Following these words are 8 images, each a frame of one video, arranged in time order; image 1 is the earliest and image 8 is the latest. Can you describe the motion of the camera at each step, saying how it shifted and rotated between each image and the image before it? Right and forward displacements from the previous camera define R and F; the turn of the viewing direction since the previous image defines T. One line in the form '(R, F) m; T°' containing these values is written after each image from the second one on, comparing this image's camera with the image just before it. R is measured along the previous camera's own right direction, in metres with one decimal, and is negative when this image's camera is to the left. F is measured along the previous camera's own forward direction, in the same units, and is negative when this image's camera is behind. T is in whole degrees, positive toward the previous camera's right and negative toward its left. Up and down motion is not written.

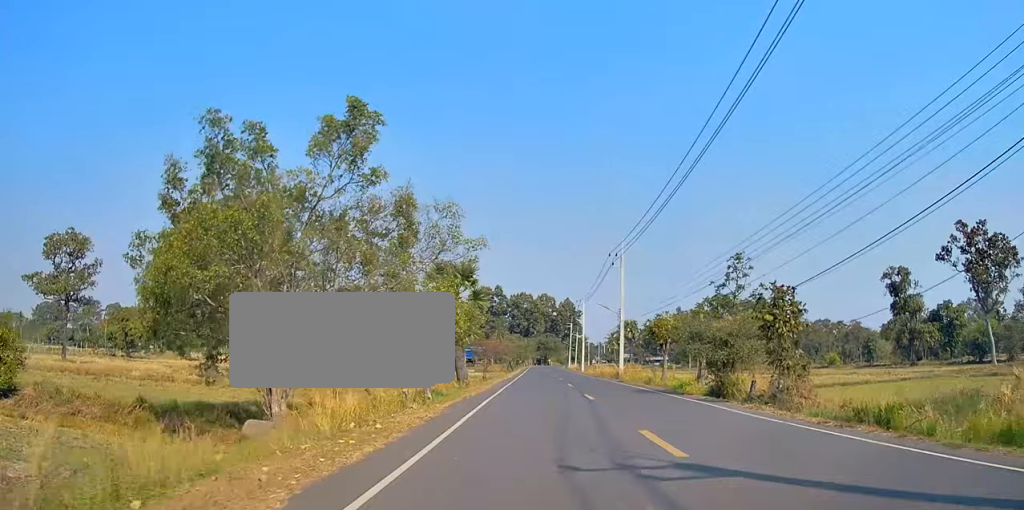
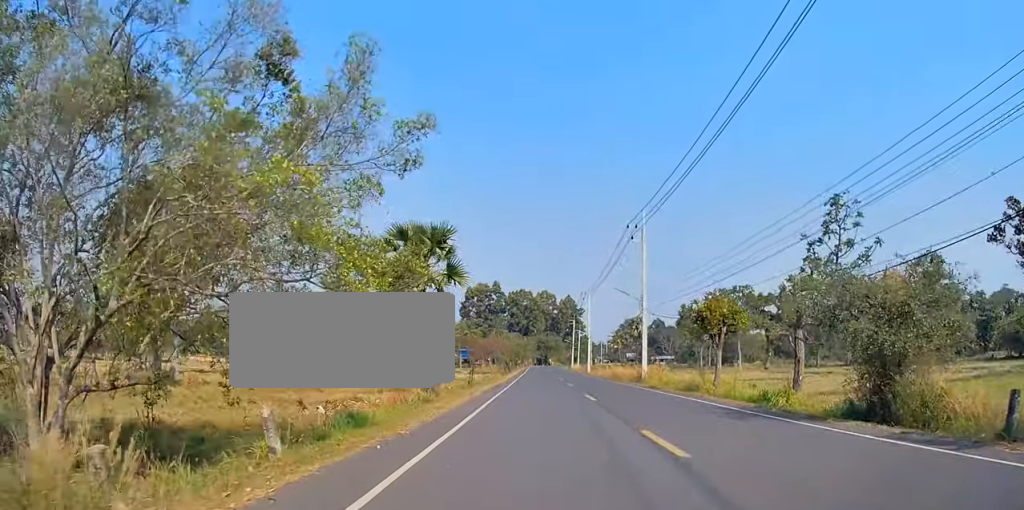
(-0.6, +11.7) m; -2°
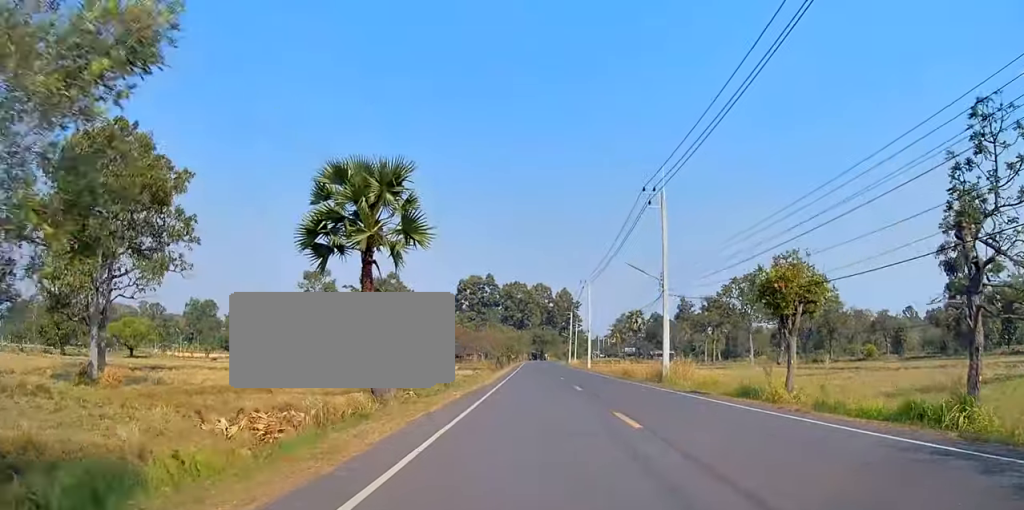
(0.0, +9.6) m; 0°
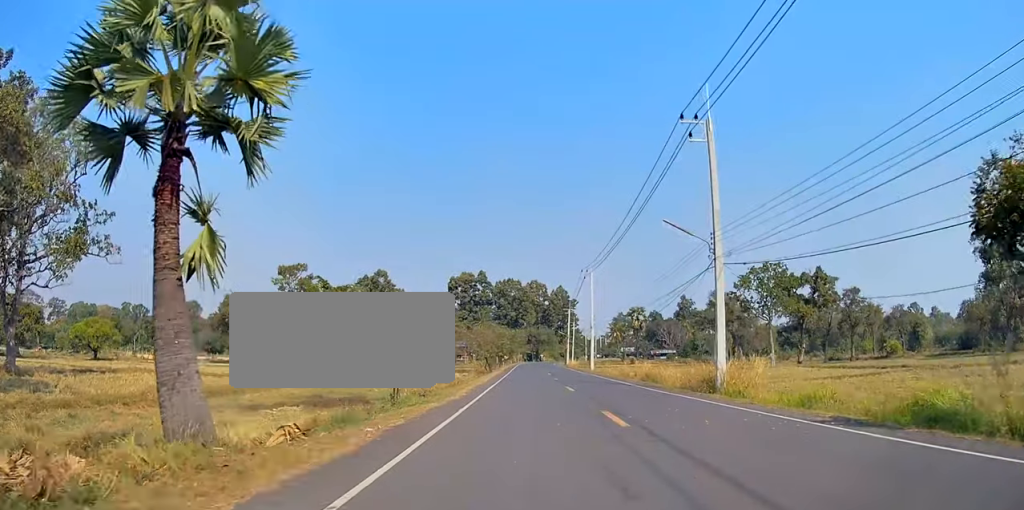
(0.0, +12.6) m; +3°
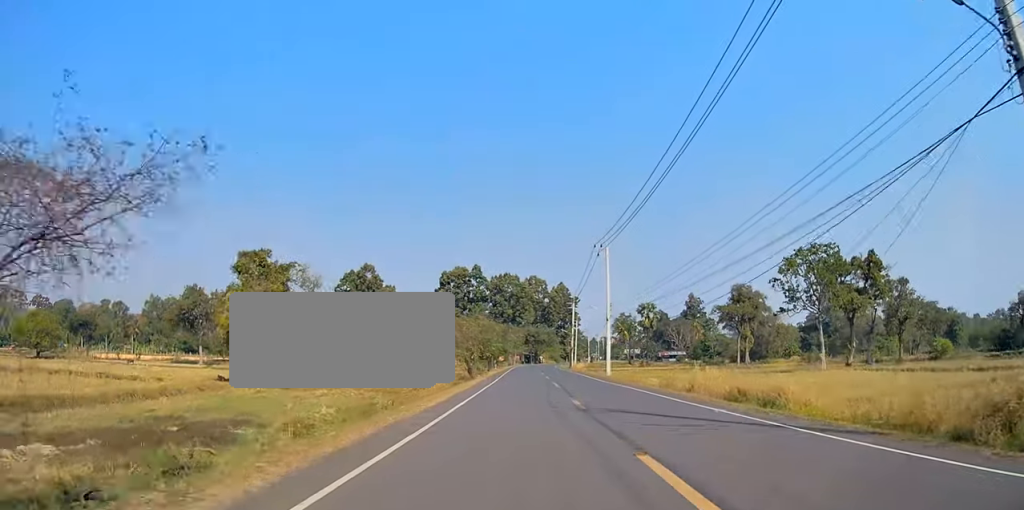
(+0.9, +17.7) m; 0°
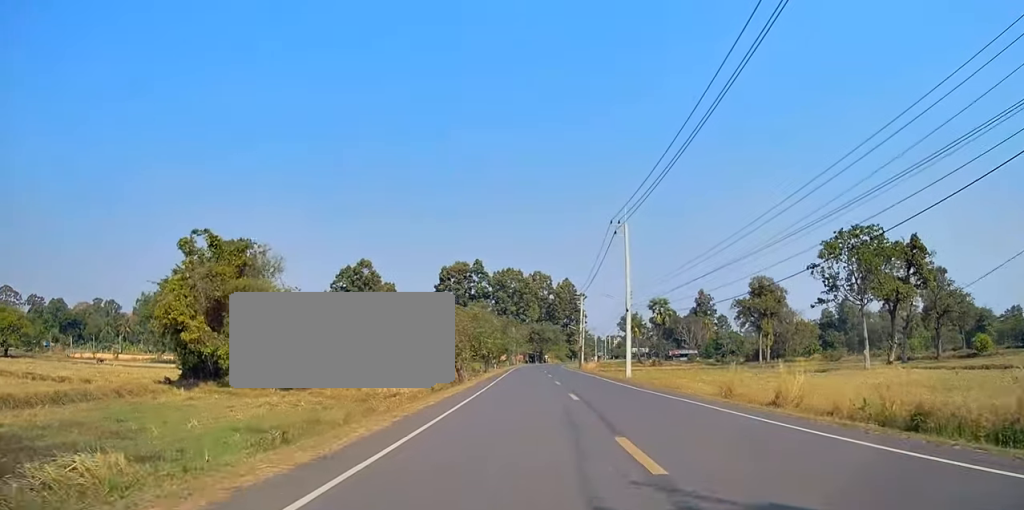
(-0.7, +10.5) m; -3°
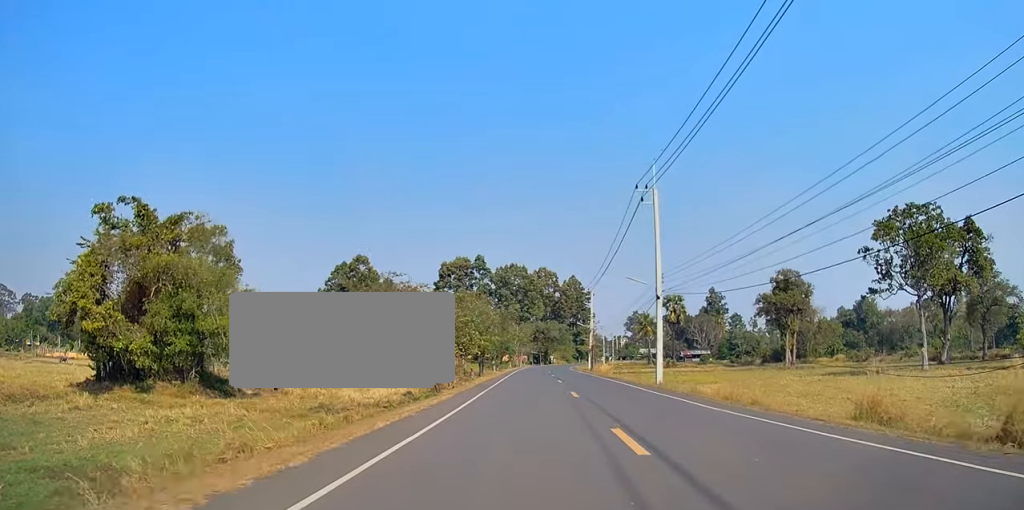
(0.0, +11.3) m; 0°
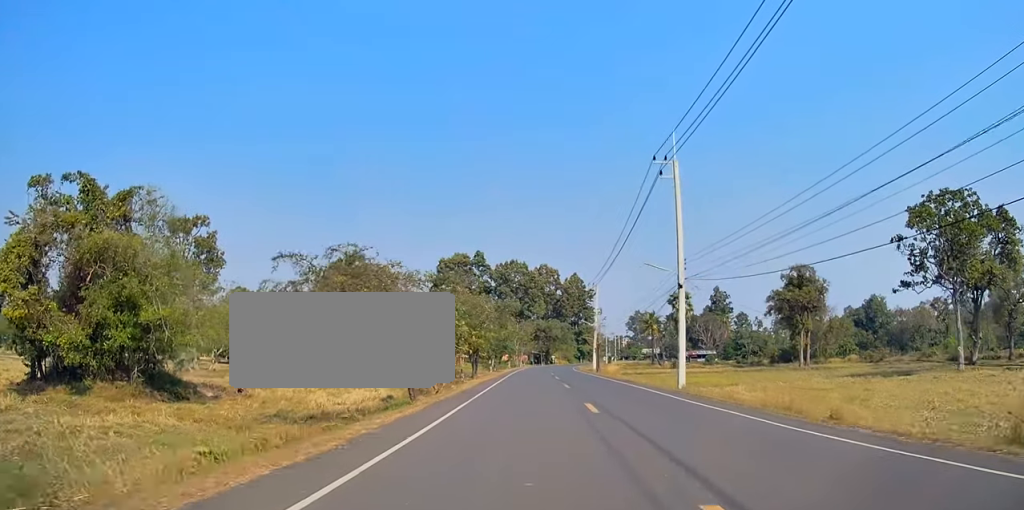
(0.0, +5.6) m; 0°
